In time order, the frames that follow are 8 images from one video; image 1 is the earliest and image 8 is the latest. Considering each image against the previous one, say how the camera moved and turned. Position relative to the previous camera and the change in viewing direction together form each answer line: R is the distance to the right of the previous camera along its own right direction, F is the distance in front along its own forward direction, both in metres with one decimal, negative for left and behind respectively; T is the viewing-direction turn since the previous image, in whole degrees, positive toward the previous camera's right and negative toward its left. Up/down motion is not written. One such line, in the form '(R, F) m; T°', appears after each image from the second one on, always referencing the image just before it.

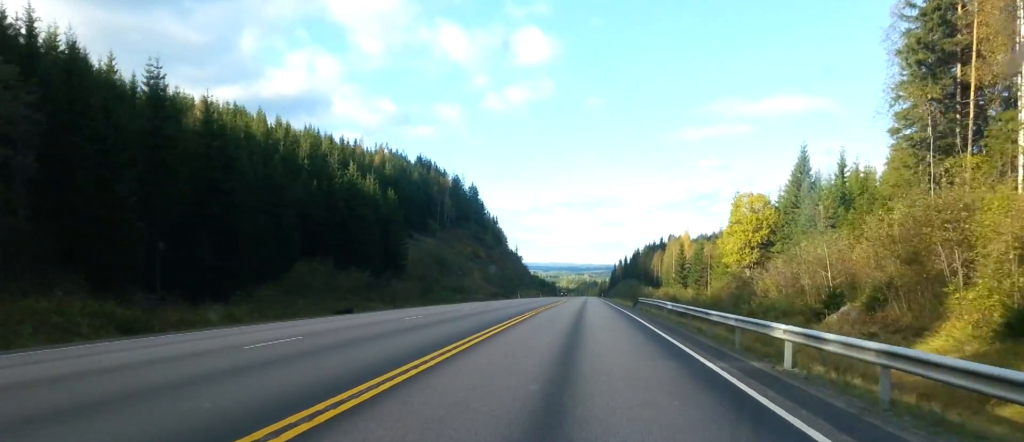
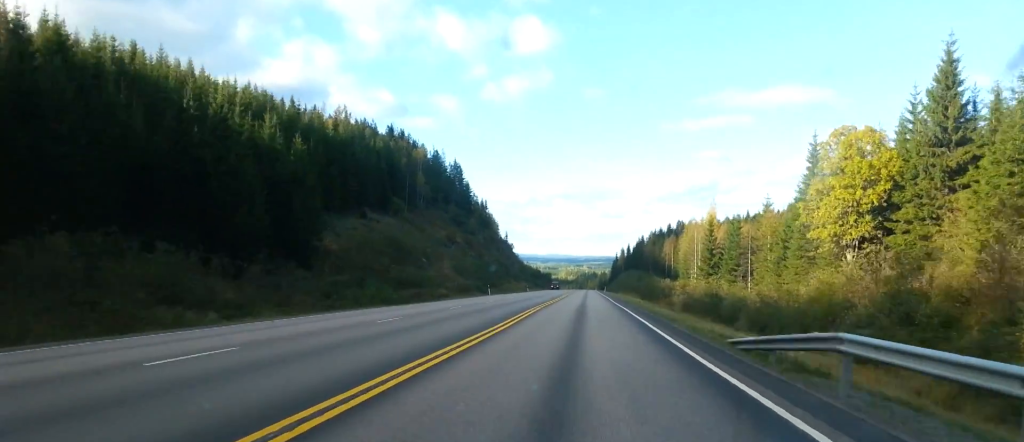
(-0.2, +36.8) m; 0°
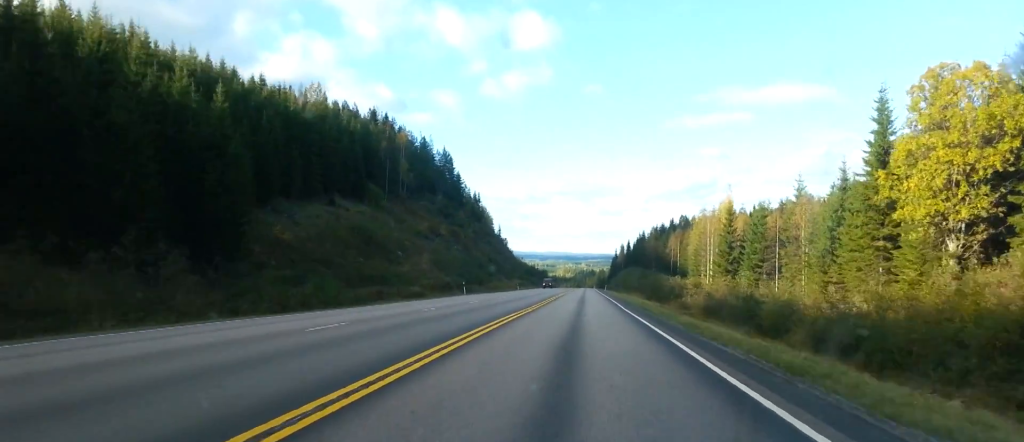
(-0.1, +17.5) m; 0°
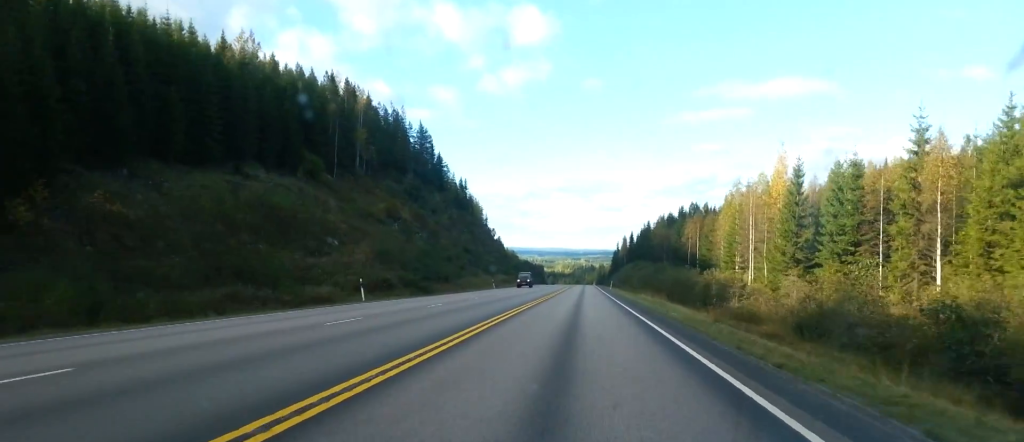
(+0.3, +34.3) m; +1°
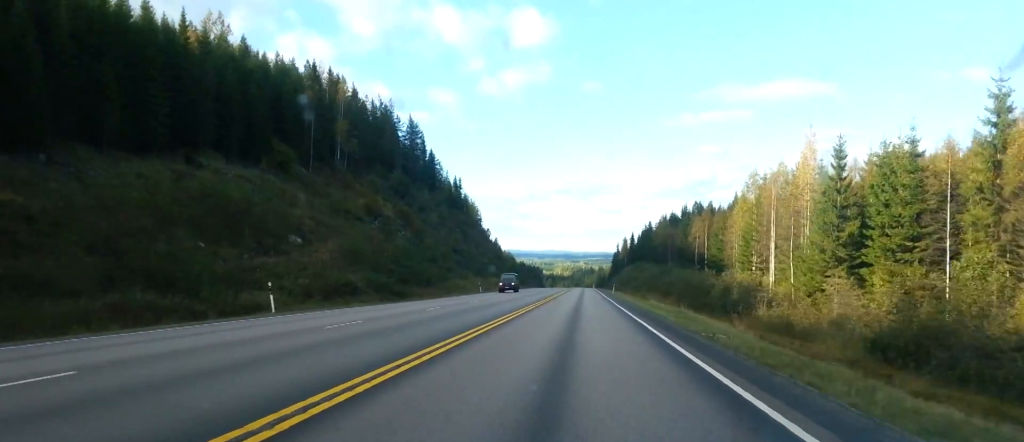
(0.0, +11.8) m; 0°
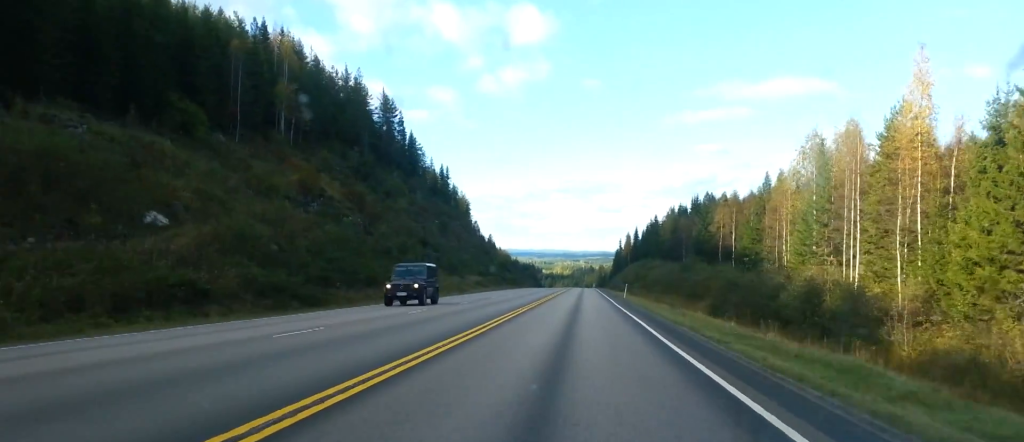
(+0.1, +26.6) m; 0°
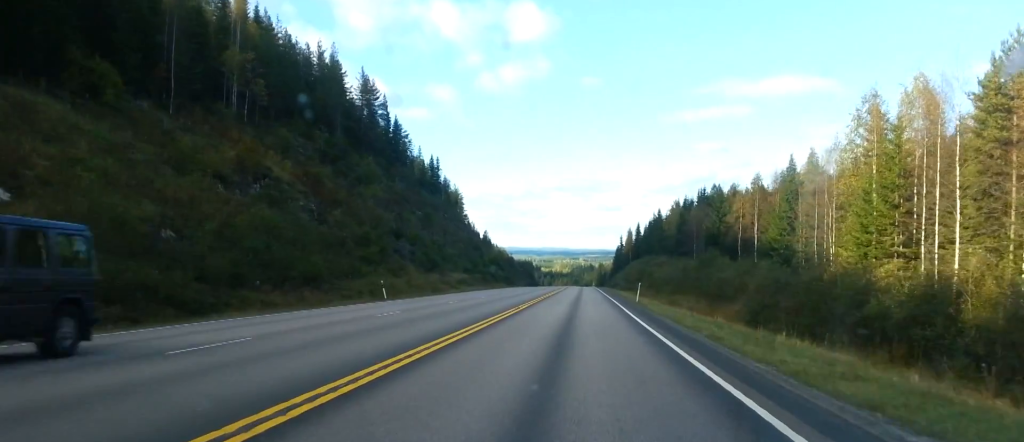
(+0.1, +15.8) m; 0°
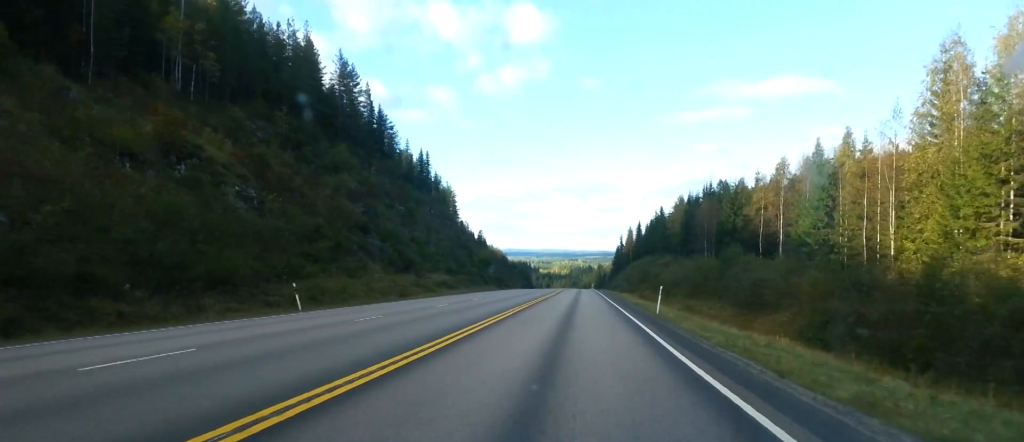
(0.0, +14.0) m; 0°
